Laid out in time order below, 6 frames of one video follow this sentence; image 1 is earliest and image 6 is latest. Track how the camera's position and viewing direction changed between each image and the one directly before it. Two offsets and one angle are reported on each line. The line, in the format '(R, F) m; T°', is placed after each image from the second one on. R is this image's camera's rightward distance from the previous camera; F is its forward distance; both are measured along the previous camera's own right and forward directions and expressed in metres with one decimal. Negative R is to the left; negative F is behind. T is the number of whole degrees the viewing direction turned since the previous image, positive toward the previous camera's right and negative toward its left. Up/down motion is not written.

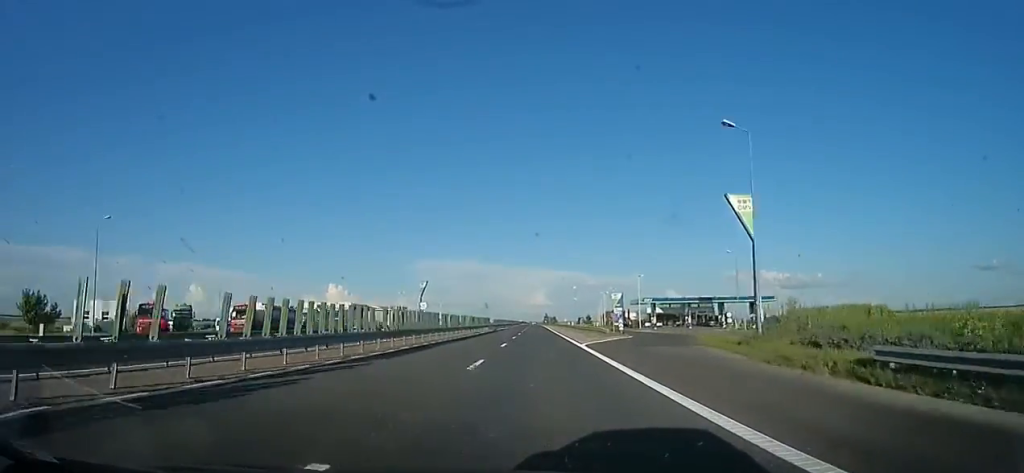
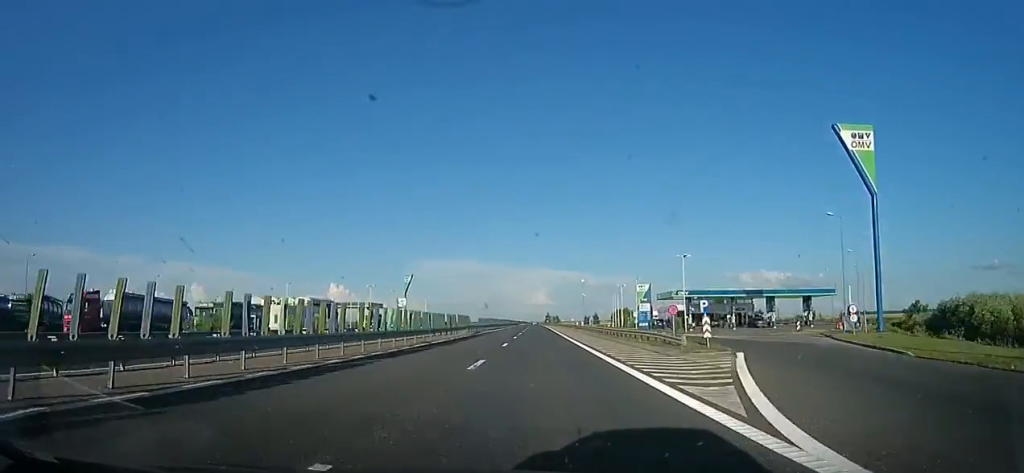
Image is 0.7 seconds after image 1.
(-0.3, +24.0) m; +1°
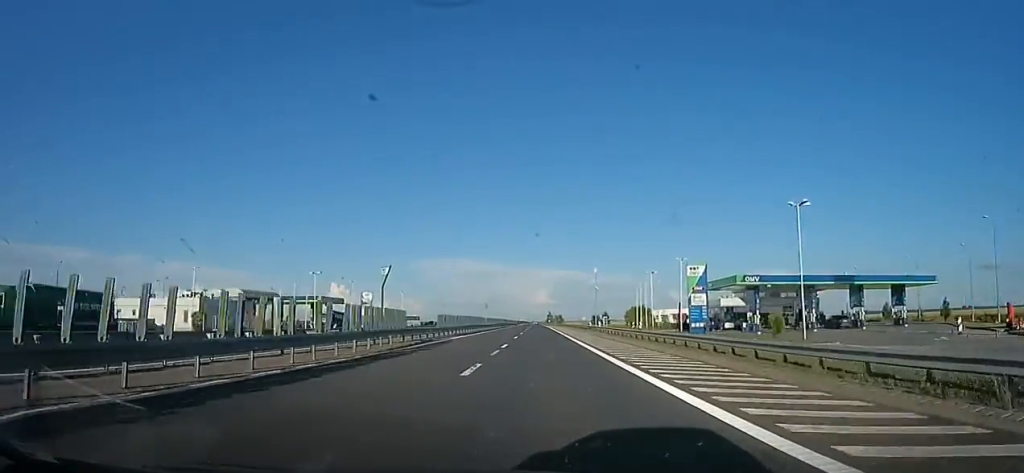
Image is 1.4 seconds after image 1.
(+1.1, +25.8) m; 0°
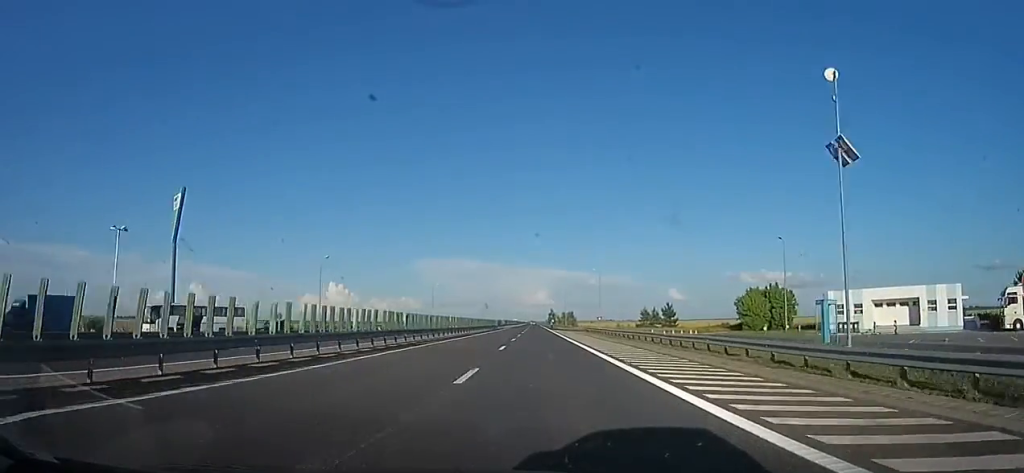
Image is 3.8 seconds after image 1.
(-3.0, +85.1) m; -2°
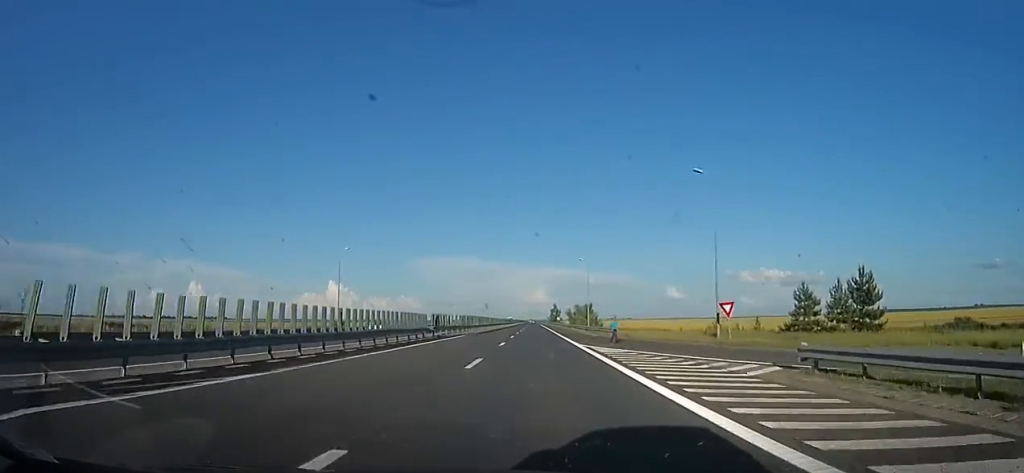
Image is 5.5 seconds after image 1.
(+2.0, +56.5) m; +2°
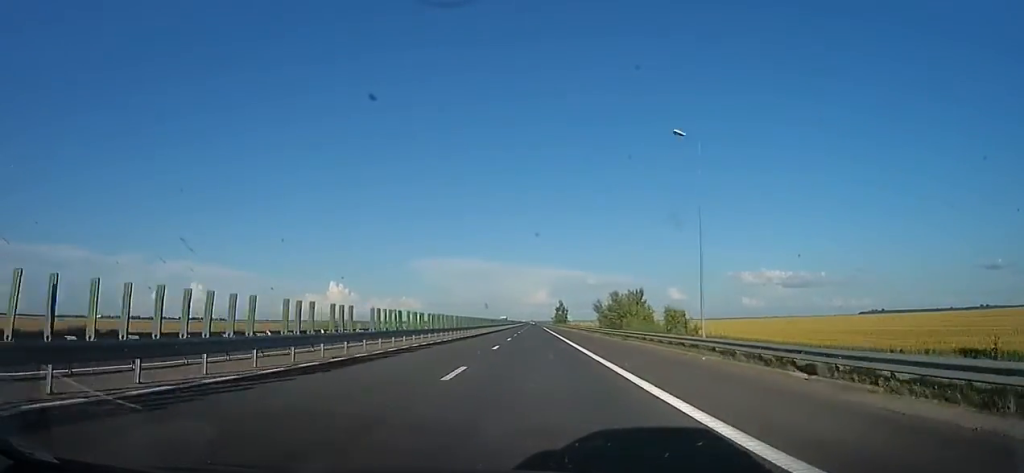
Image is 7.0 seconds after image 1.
(-1.7, +51.4) m; -3°
